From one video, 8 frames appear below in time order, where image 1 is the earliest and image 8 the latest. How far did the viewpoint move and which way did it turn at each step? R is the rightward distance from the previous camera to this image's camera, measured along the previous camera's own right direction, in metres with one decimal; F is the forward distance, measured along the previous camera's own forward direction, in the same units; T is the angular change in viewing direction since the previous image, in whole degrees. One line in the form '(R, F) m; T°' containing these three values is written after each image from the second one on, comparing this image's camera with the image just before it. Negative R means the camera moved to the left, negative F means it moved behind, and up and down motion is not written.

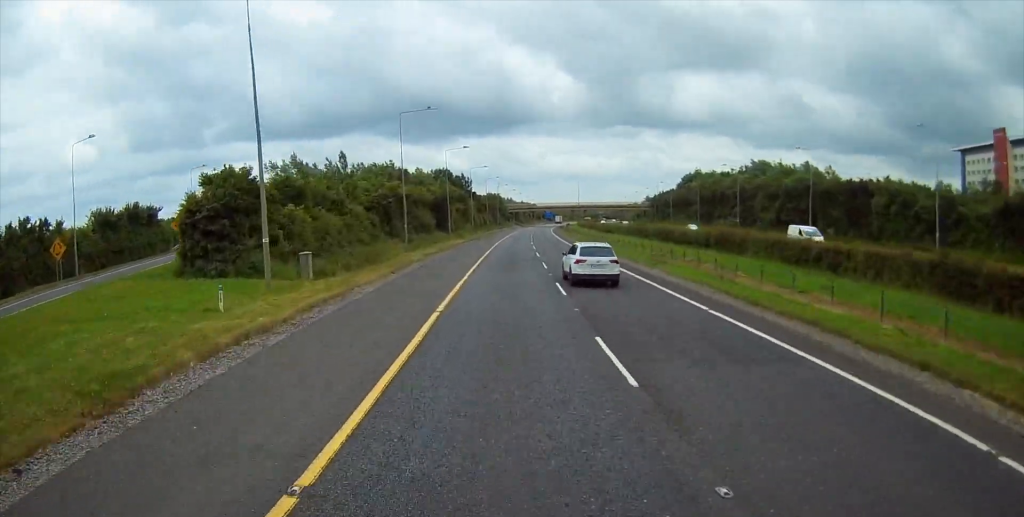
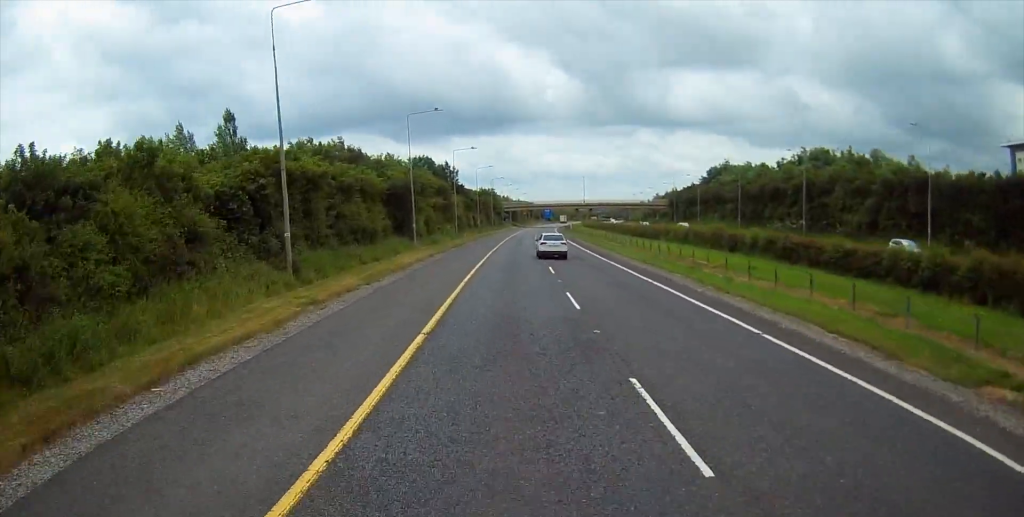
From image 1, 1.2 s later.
(+0.2, +27.5) m; +1°
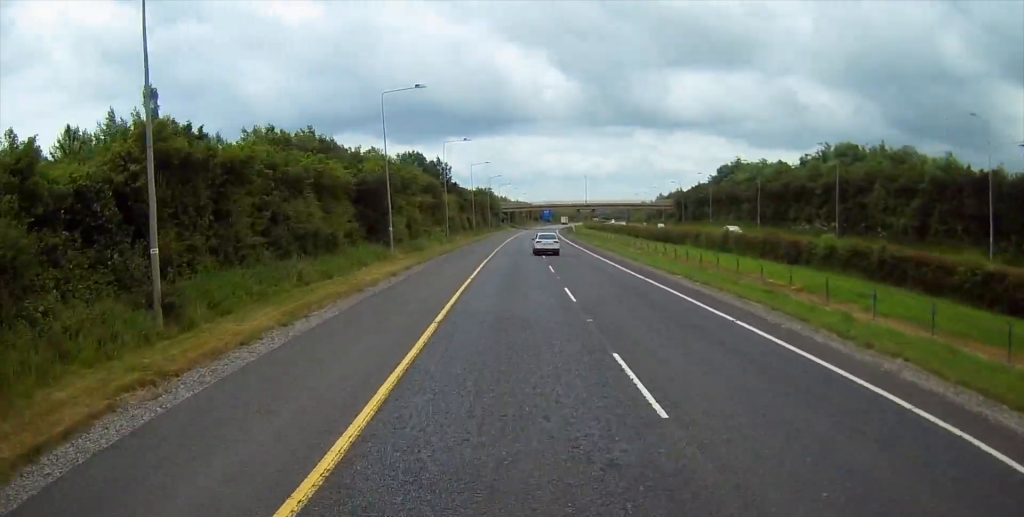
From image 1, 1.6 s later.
(+0.1, +9.9) m; 0°
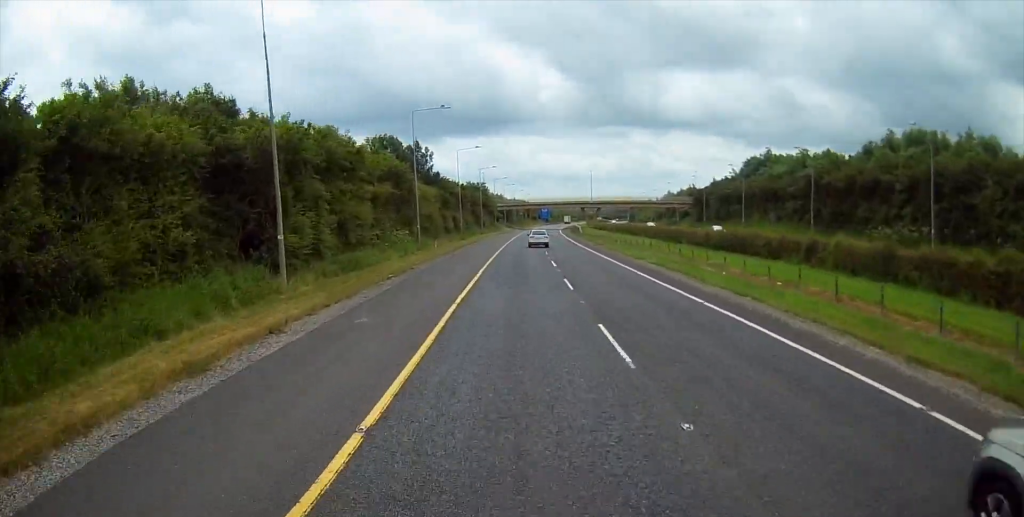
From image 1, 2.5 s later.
(-0.2, +20.4) m; 0°
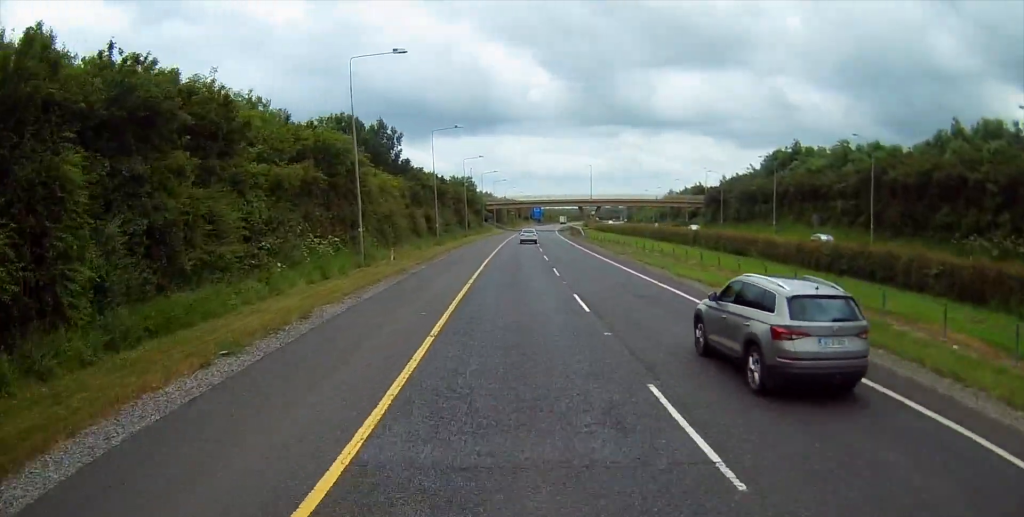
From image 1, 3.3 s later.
(+0.1, +17.6) m; +1°
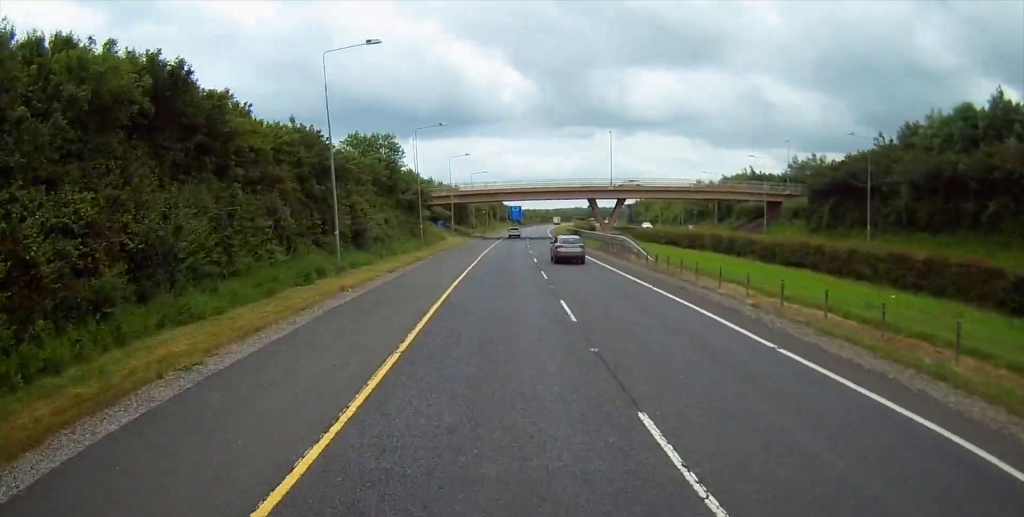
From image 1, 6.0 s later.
(+1.2, +62.3) m; +2°
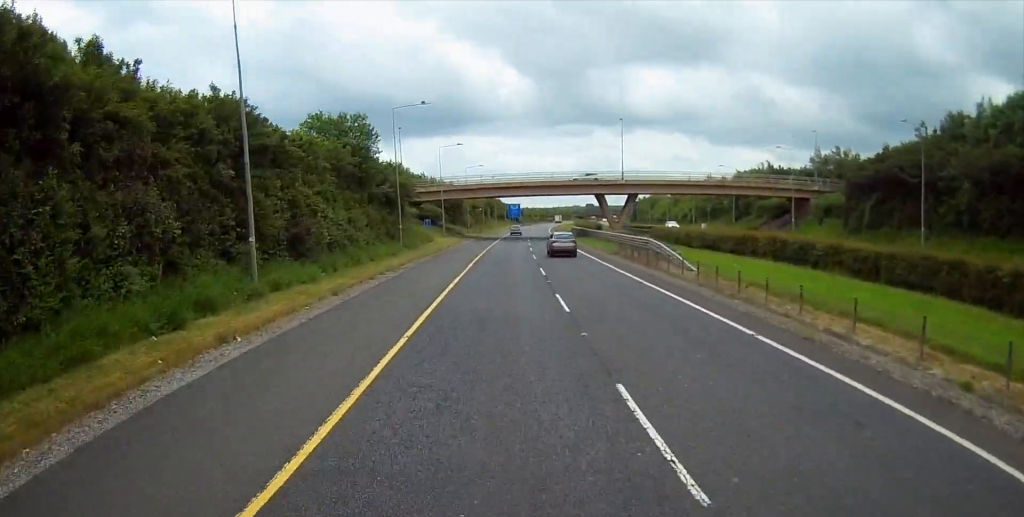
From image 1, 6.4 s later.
(+0.1, +11.0) m; 0°
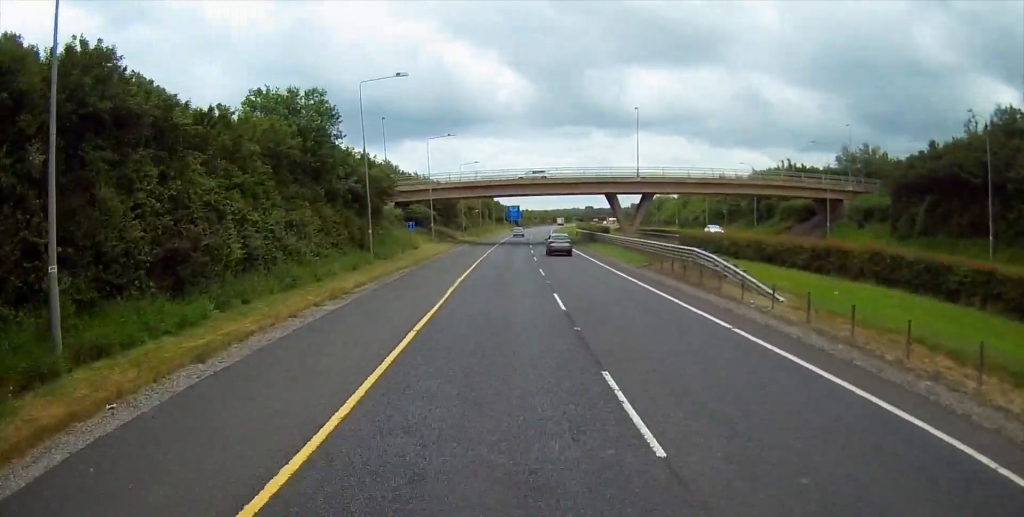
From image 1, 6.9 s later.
(0.0, +10.9) m; 0°
